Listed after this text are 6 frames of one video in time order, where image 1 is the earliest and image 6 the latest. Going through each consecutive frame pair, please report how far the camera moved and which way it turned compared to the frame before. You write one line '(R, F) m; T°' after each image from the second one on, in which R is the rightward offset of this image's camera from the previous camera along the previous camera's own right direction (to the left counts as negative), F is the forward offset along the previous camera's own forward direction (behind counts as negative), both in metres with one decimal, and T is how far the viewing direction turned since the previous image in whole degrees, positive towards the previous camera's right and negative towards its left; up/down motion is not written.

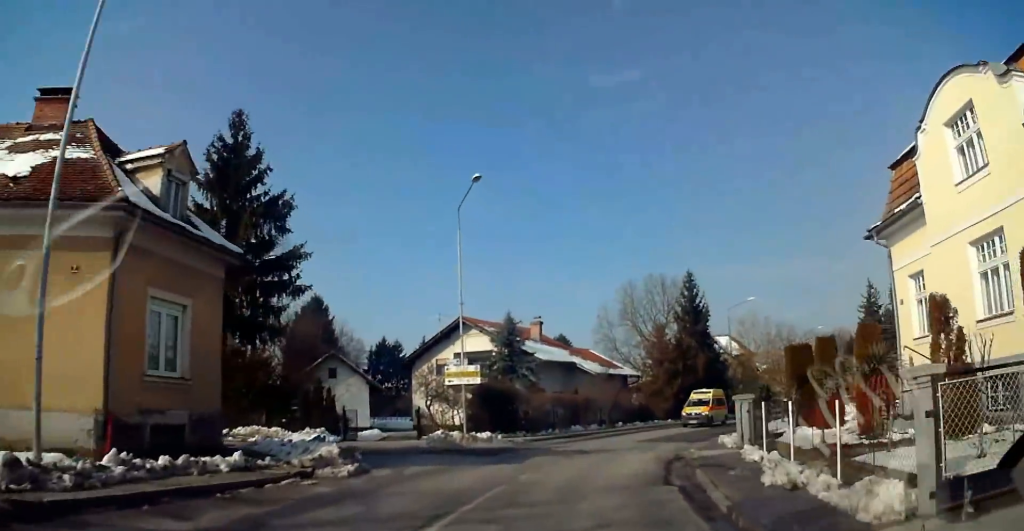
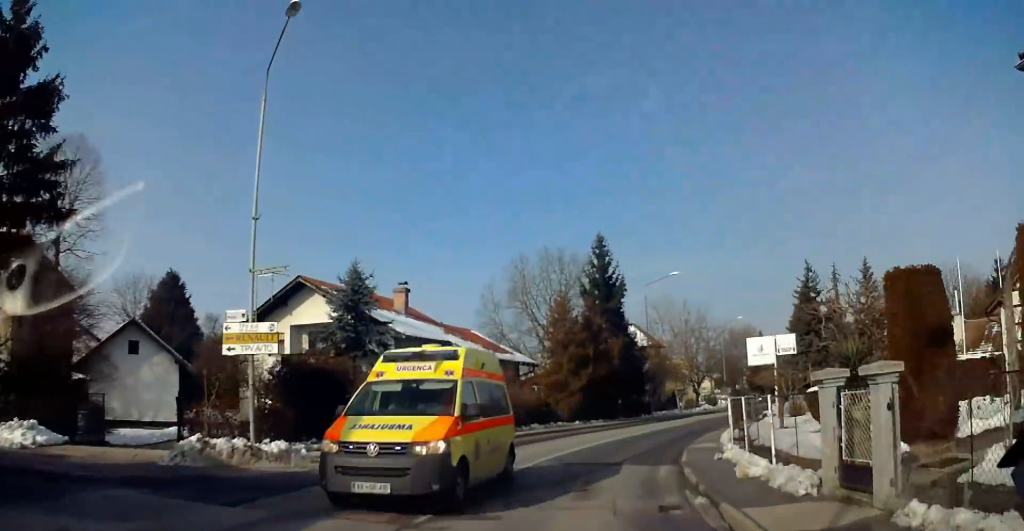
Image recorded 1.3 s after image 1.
(+1.2, +12.5) m; +7°
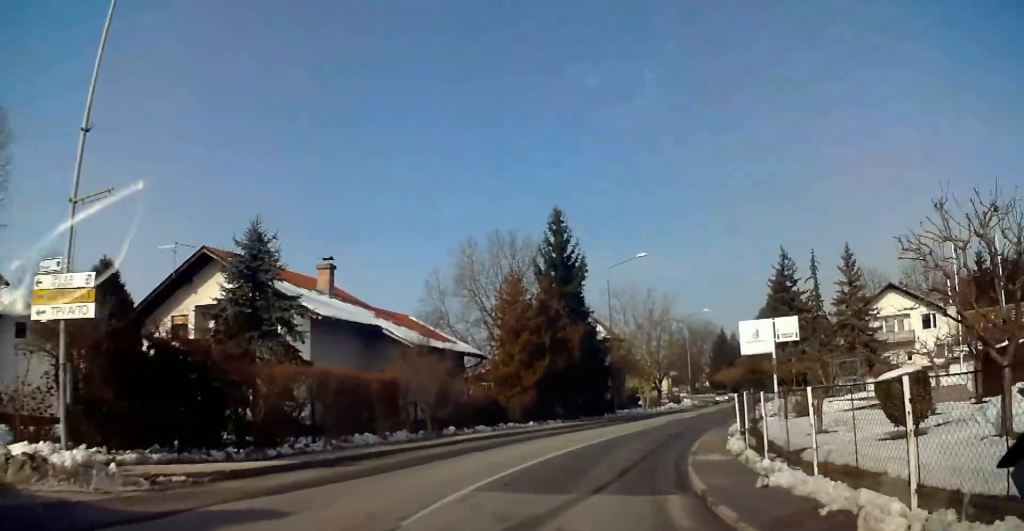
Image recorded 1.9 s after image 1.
(+0.2, +5.8) m; 0°
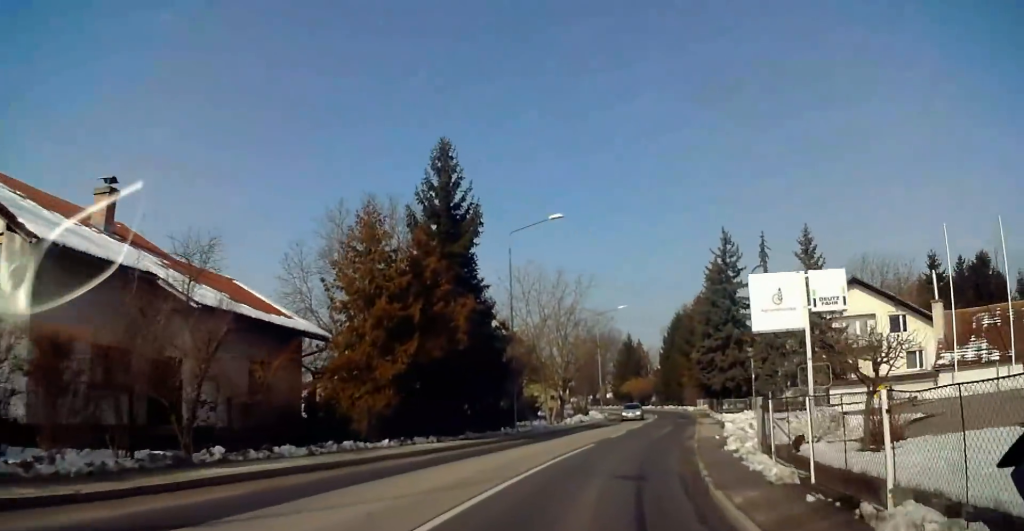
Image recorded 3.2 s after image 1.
(+0.4, +11.8) m; +13°
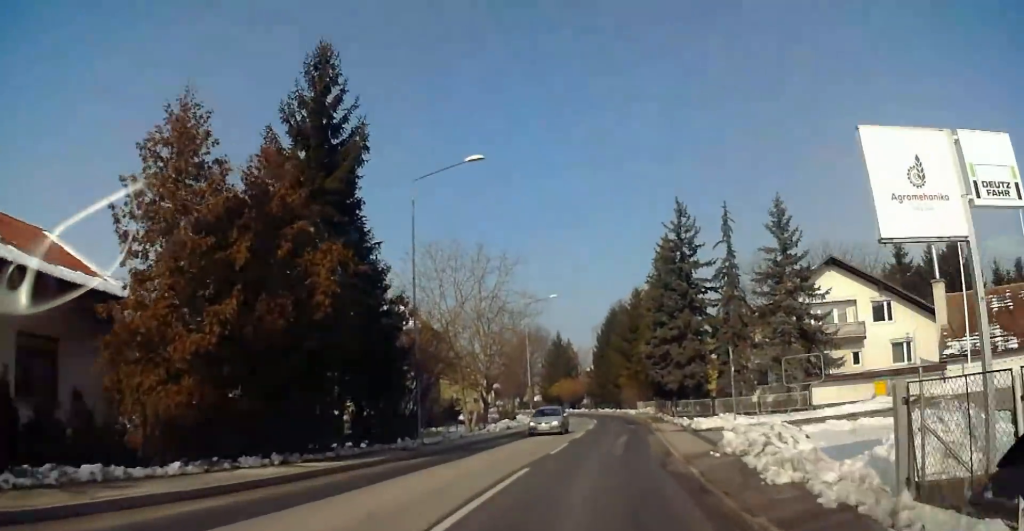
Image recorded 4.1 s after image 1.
(+1.5, +8.3) m; +11°
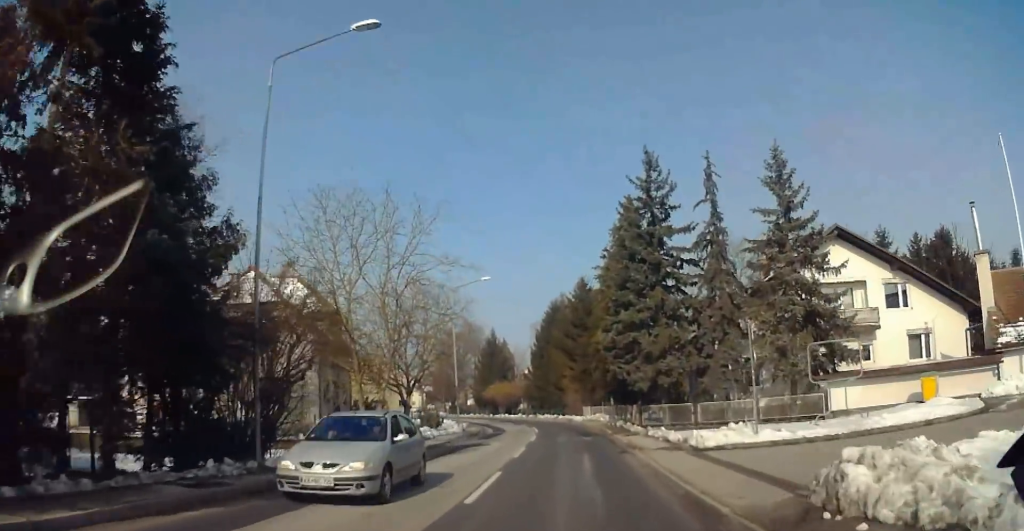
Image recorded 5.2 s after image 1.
(+0.1, +9.5) m; +2°
